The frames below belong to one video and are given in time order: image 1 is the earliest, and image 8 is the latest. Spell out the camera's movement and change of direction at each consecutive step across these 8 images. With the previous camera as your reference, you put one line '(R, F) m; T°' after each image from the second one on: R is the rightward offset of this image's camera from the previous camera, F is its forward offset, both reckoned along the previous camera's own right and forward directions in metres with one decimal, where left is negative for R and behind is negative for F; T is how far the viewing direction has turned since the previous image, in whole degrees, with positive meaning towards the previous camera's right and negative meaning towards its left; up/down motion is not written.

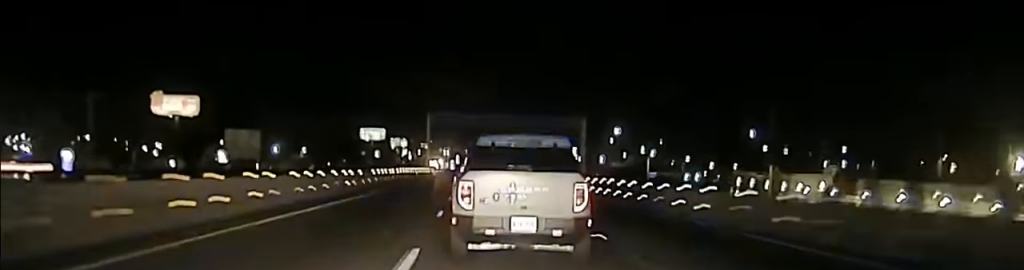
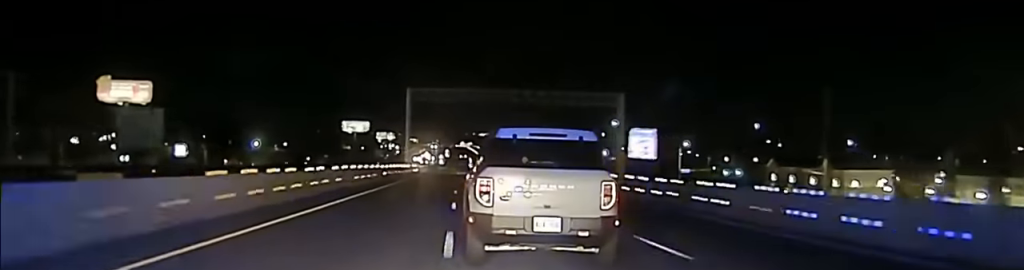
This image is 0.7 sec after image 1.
(+0.3, +35.6) m; 0°
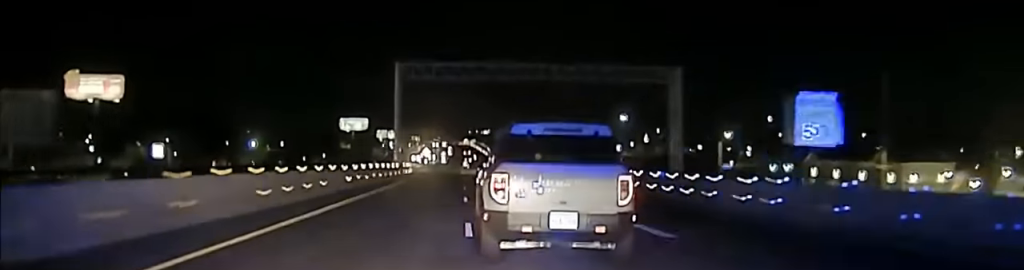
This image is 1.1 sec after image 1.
(-0.1, +21.6) m; 0°
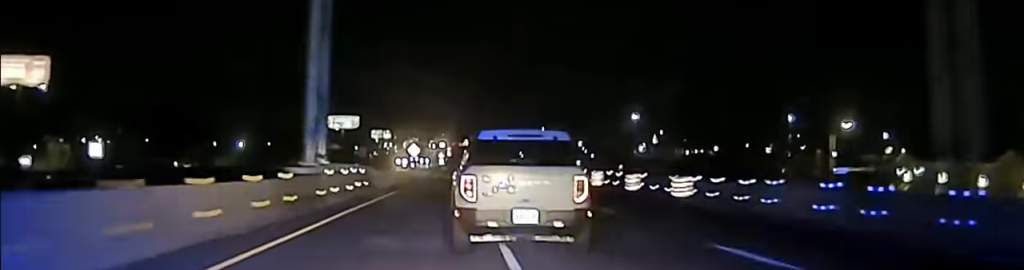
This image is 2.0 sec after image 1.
(-0.3, +41.1) m; 0°
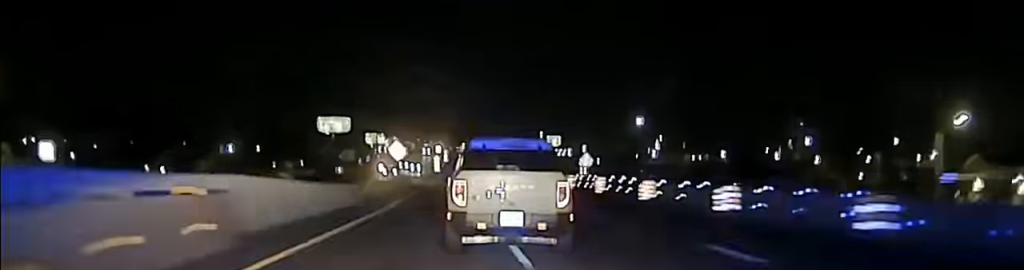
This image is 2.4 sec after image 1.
(0.0, +23.0) m; 0°
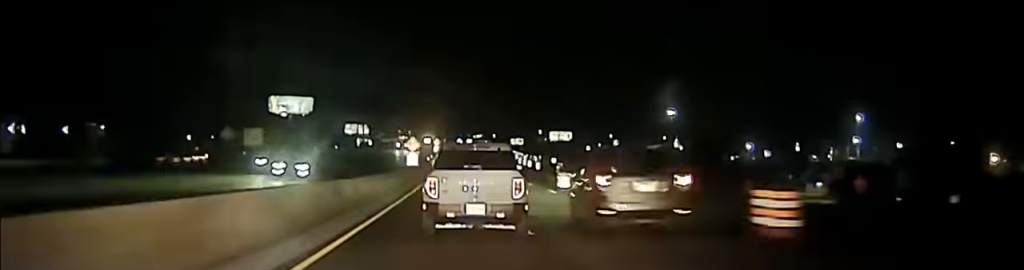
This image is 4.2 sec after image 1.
(+0.7, +90.4) m; +1°
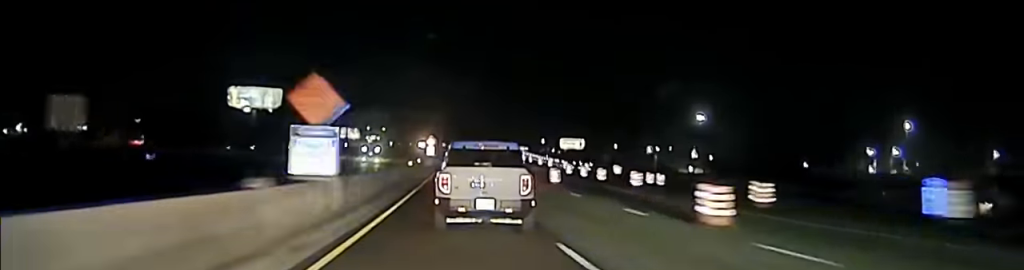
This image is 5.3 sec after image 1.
(0.0, +54.9) m; 0°
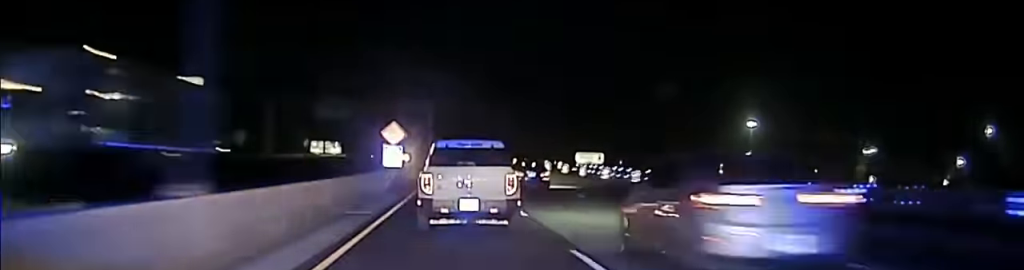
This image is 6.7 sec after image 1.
(0.0, +72.7) m; 0°
